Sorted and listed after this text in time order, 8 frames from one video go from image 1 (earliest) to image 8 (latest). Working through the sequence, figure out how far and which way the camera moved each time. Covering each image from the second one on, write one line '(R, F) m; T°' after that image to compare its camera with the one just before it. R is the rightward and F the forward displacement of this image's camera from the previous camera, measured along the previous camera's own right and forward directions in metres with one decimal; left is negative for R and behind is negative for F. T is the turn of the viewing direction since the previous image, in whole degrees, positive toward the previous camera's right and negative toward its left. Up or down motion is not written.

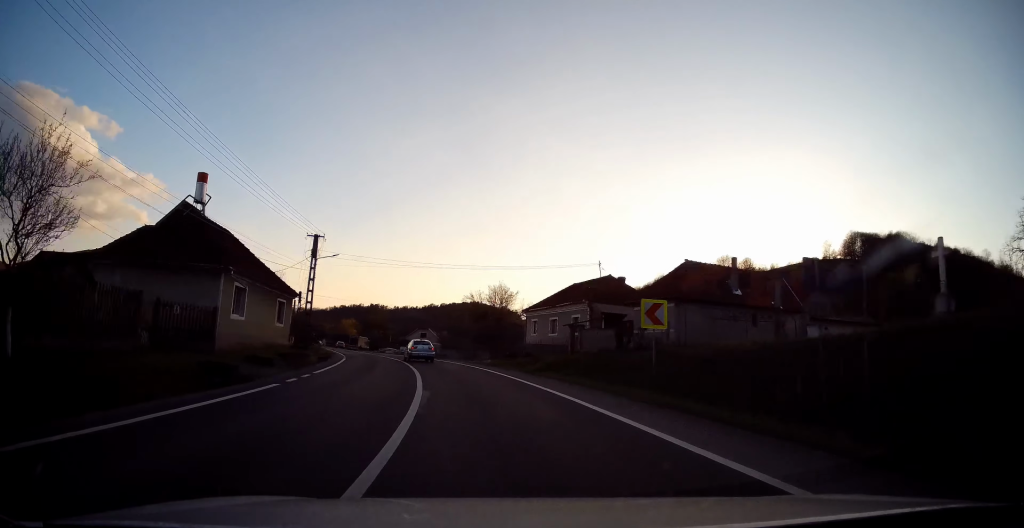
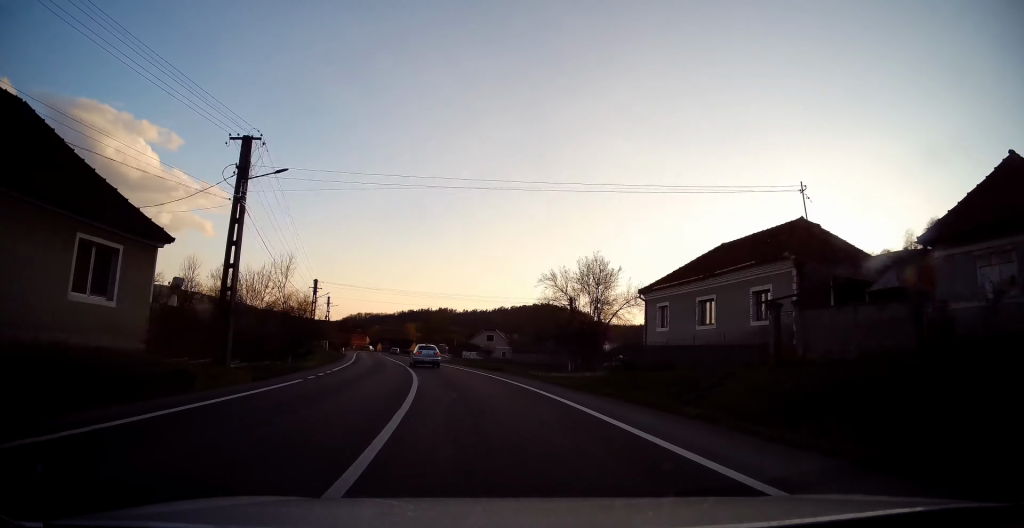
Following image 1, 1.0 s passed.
(-0.7, +19.4) m; -7°
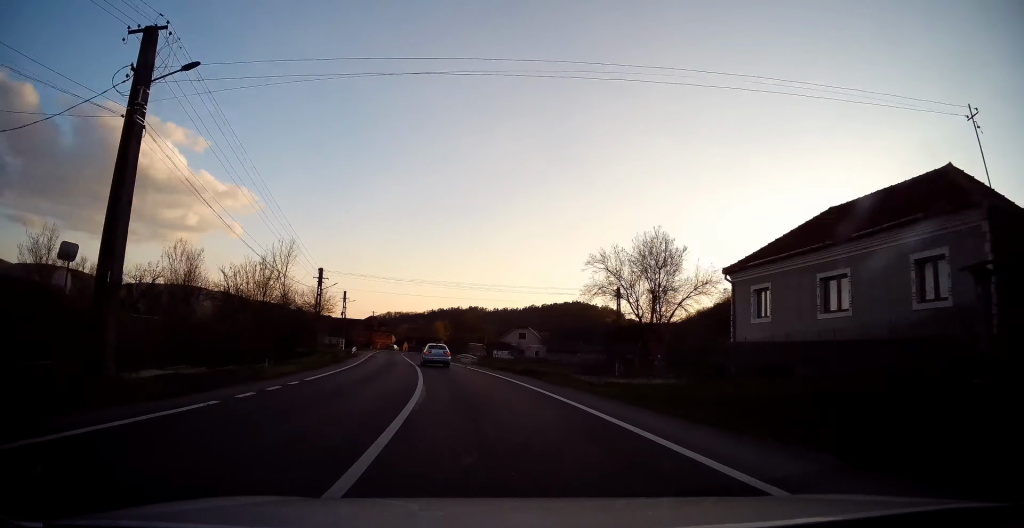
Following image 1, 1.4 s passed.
(-0.5, +8.3) m; -3°
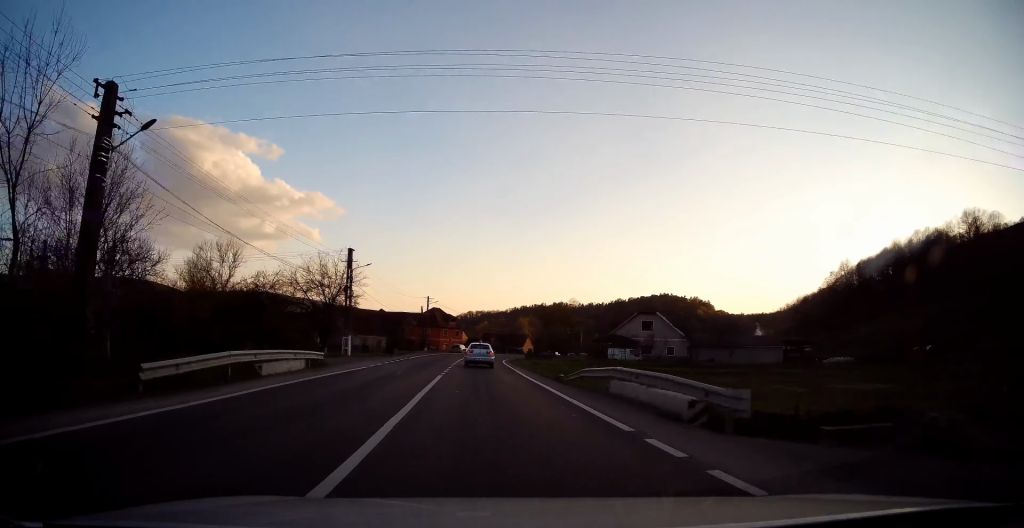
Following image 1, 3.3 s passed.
(-3.5, +34.9) m; -11°
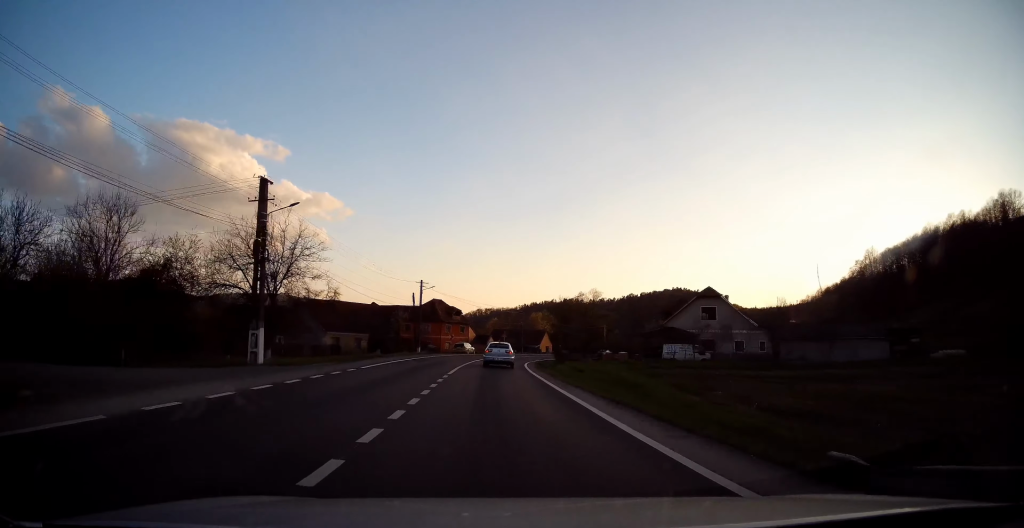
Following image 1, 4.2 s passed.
(-1.0, +17.8) m; -3°
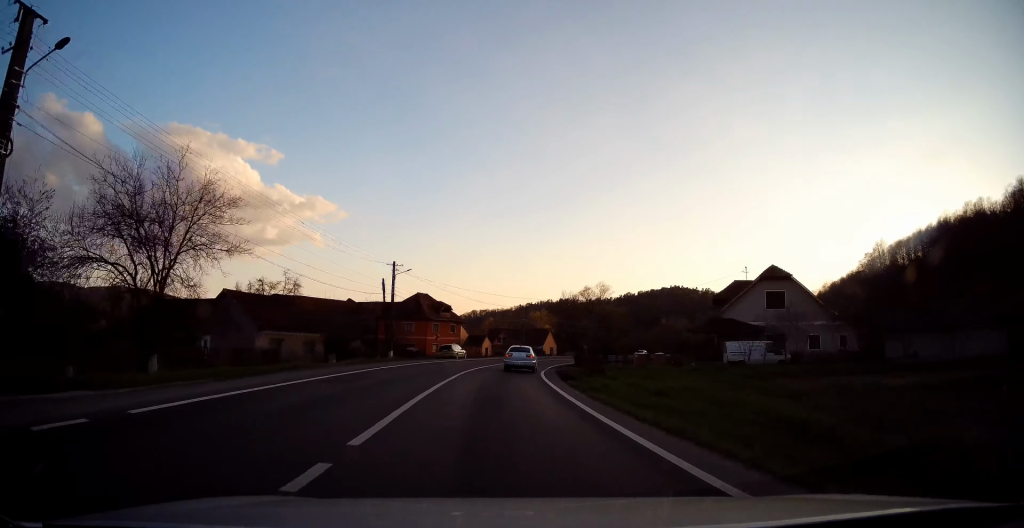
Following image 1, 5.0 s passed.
(0.0, +14.7) m; 0°
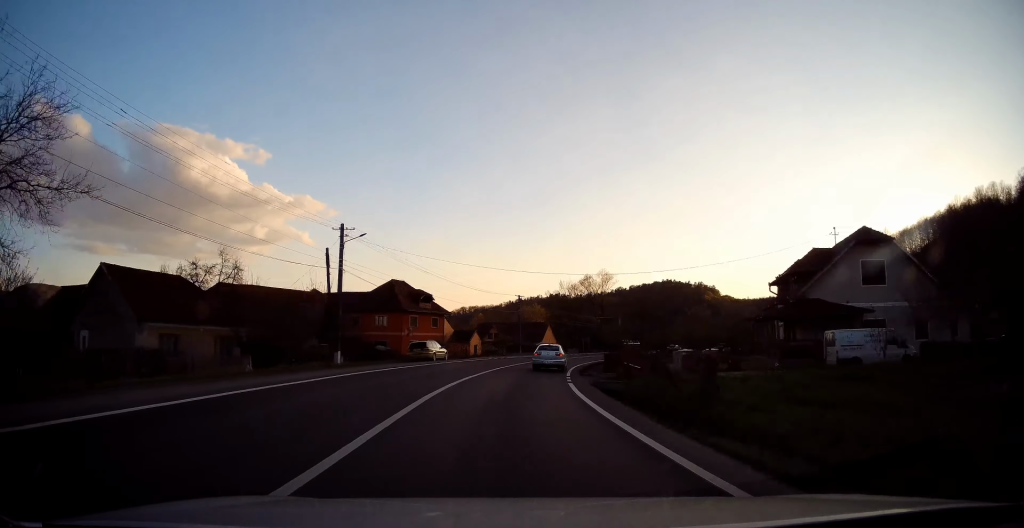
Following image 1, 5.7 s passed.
(+0.1, +13.3) m; +1°
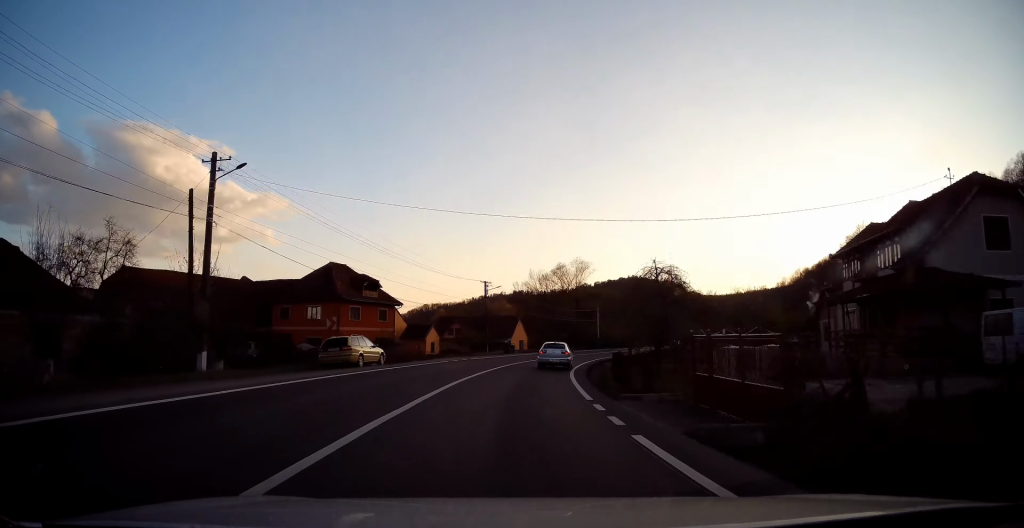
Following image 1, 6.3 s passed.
(+0.1, +11.9) m; +1°
